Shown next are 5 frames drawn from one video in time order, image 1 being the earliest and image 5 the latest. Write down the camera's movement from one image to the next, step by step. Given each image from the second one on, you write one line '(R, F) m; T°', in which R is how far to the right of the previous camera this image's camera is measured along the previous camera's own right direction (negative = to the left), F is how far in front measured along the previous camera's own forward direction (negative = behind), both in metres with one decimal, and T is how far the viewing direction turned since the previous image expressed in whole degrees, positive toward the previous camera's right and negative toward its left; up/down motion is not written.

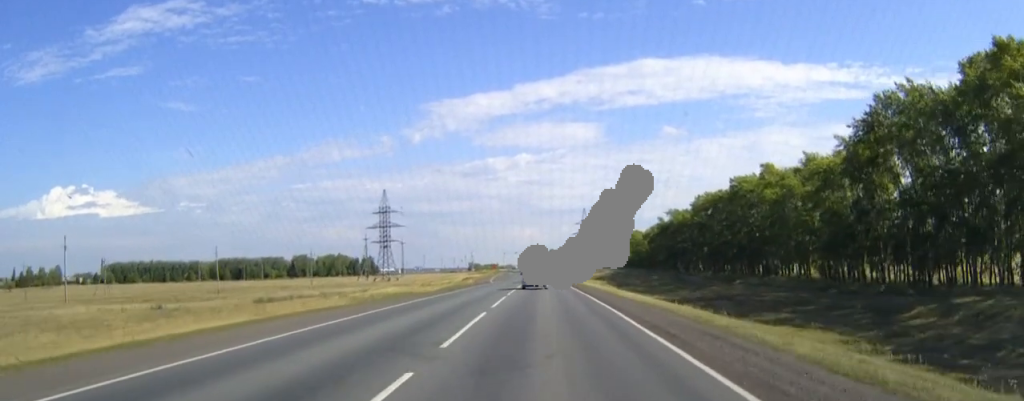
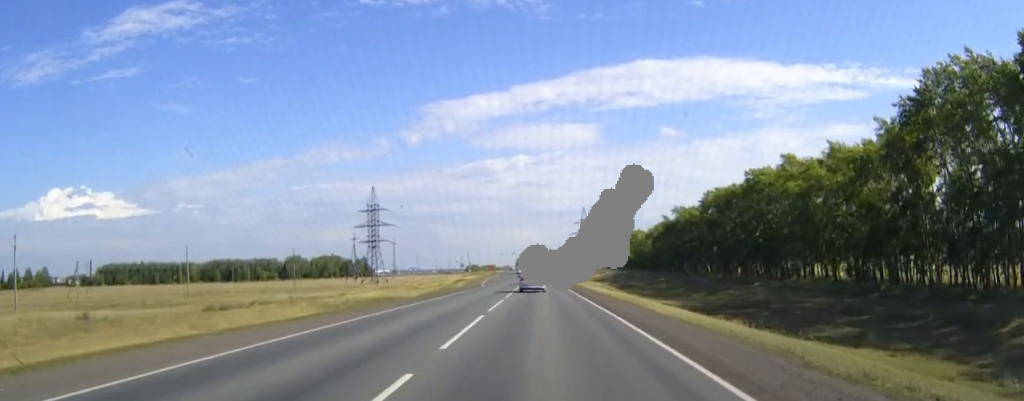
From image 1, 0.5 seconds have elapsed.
(0.0, +11.8) m; 0°
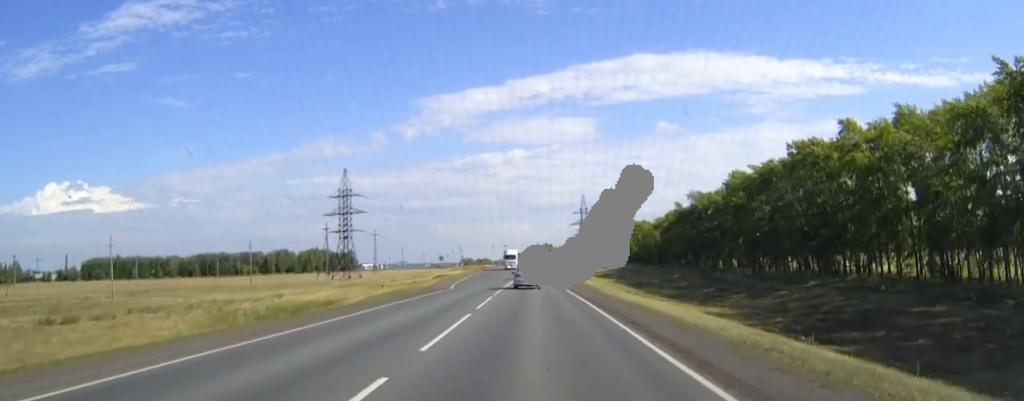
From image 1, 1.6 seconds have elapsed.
(+0.1, +24.5) m; 0°
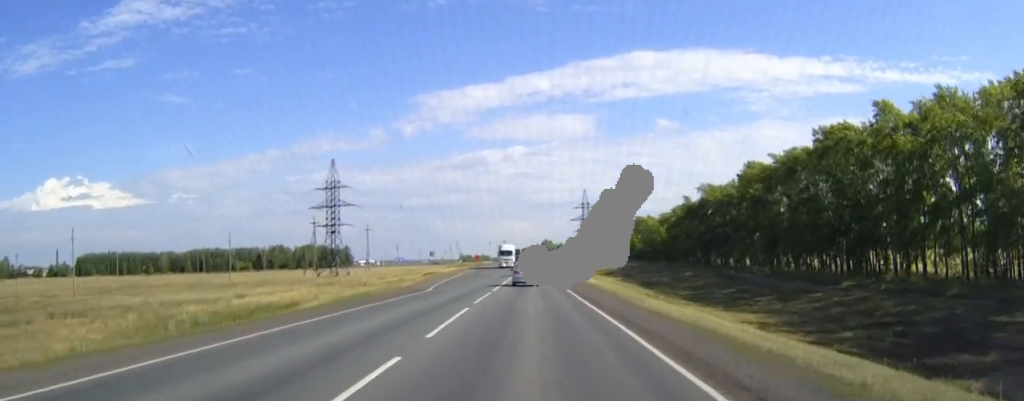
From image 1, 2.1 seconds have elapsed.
(0.0, +10.3) m; 0°
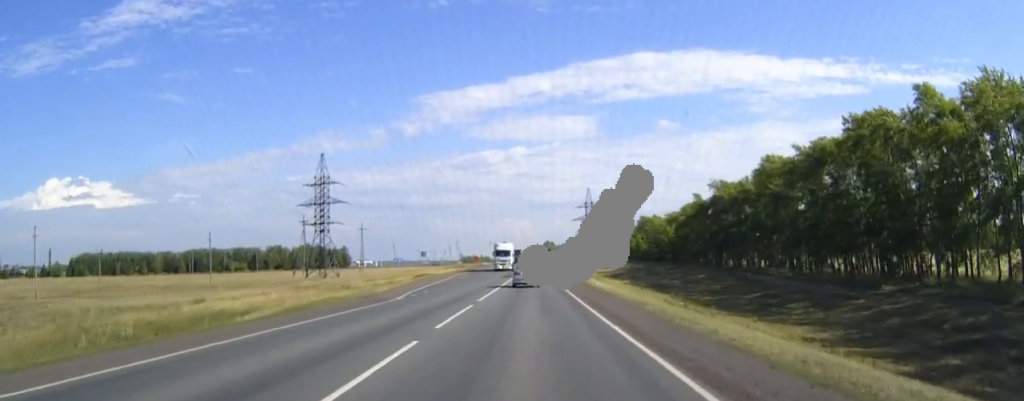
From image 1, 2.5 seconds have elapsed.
(0.0, +9.6) m; 0°
